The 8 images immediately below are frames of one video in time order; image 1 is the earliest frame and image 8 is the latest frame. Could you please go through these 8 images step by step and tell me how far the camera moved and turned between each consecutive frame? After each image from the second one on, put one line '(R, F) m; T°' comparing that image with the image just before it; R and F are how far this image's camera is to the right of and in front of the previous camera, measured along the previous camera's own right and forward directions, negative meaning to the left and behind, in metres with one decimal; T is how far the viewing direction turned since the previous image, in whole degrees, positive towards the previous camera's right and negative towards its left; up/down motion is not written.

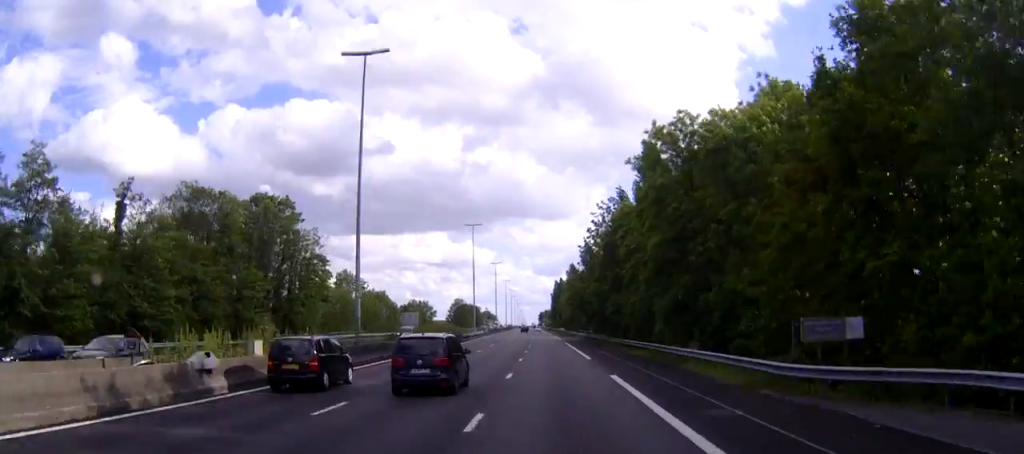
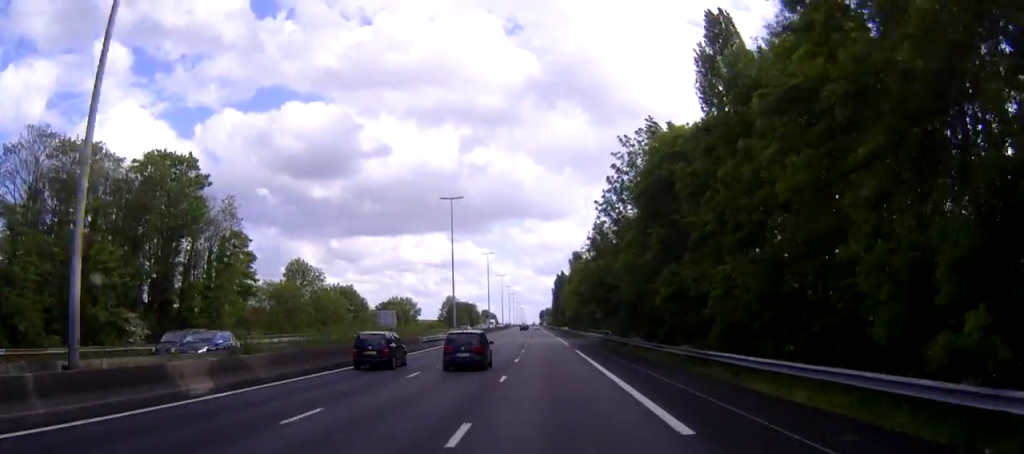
(-0.1, +27.1) m; 0°
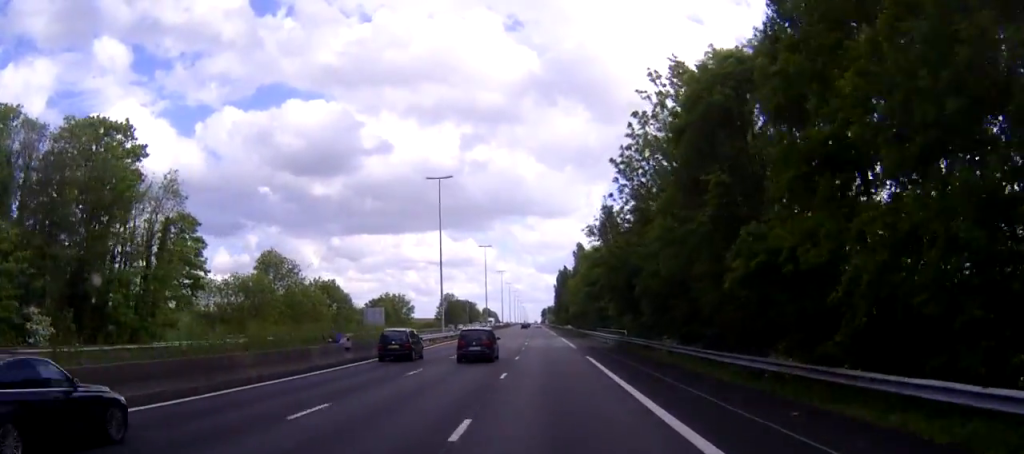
(0.0, +12.4) m; 0°
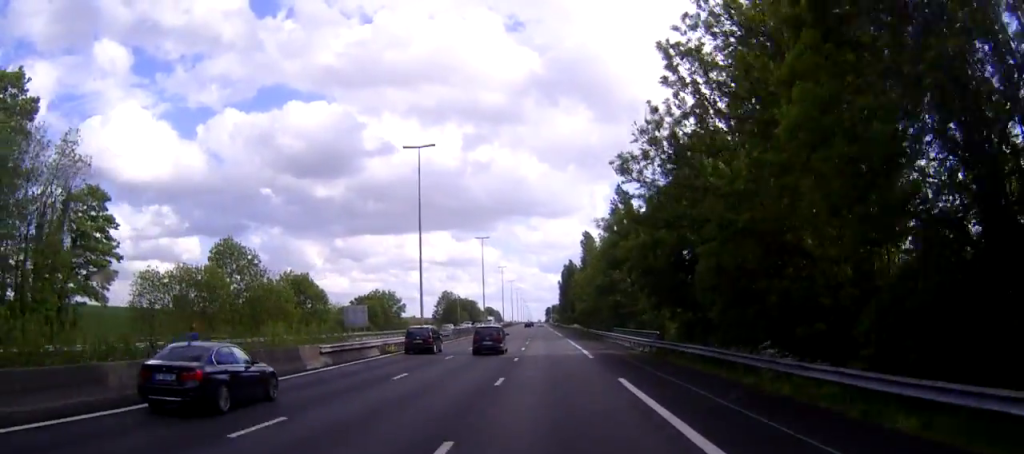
(0.0, +15.7) m; 0°
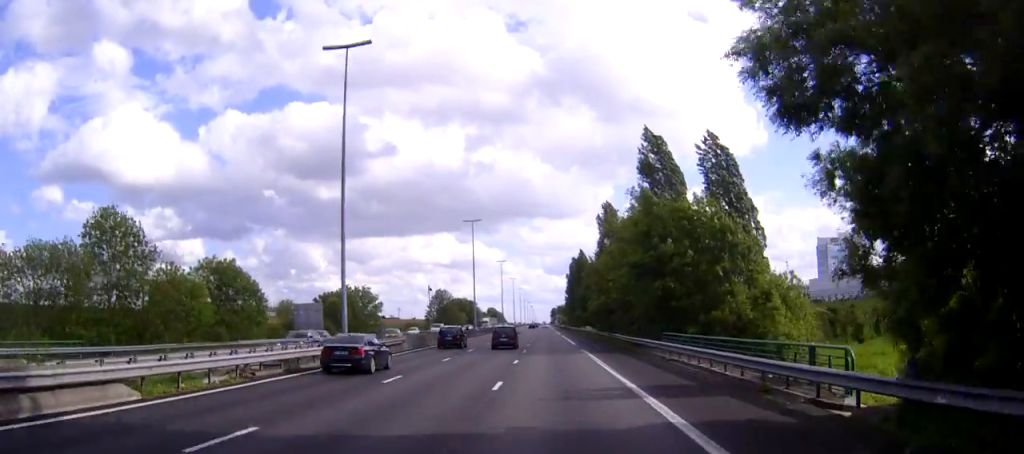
(-0.2, +27.3) m; 0°
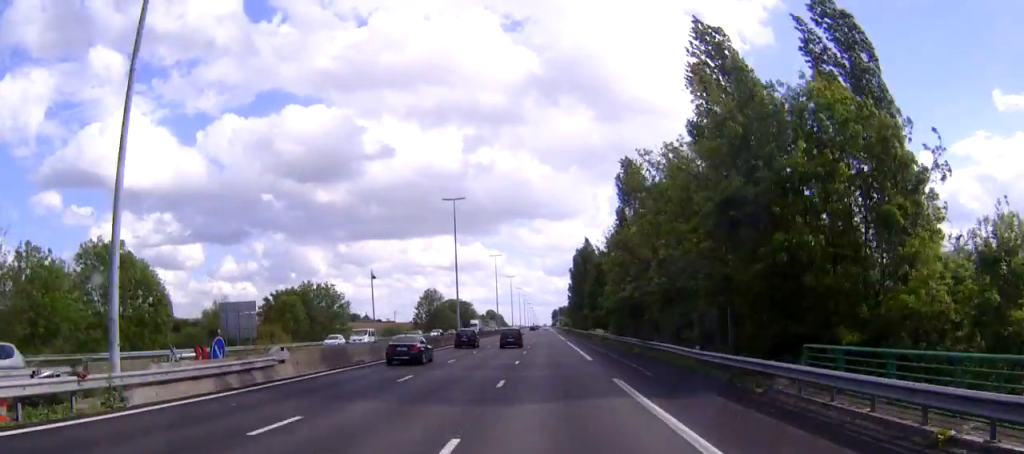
(+0.1, +23.0) m; 0°
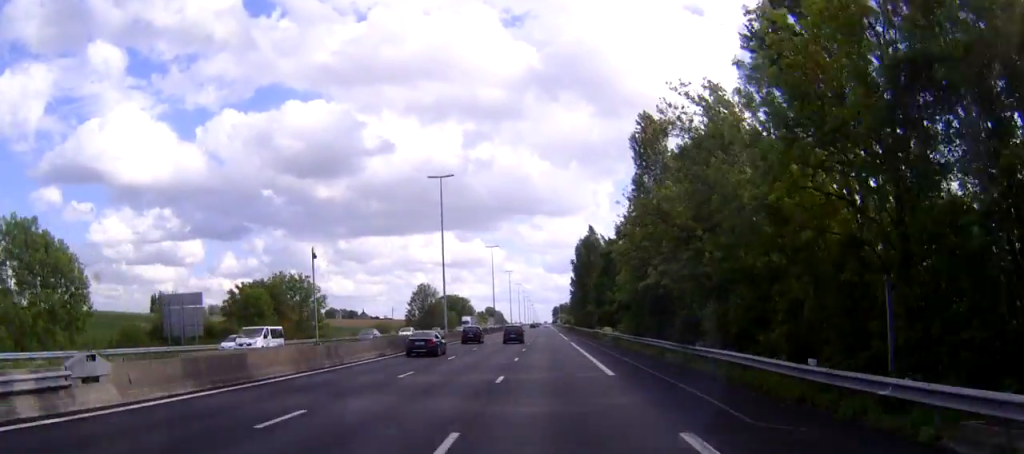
(0.0, +12.3) m; 0°
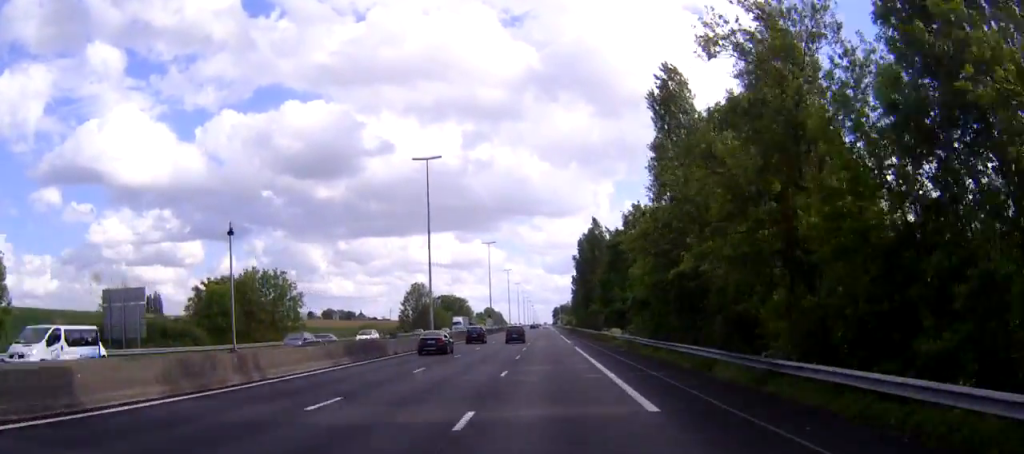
(0.0, +9.8) m; 0°
